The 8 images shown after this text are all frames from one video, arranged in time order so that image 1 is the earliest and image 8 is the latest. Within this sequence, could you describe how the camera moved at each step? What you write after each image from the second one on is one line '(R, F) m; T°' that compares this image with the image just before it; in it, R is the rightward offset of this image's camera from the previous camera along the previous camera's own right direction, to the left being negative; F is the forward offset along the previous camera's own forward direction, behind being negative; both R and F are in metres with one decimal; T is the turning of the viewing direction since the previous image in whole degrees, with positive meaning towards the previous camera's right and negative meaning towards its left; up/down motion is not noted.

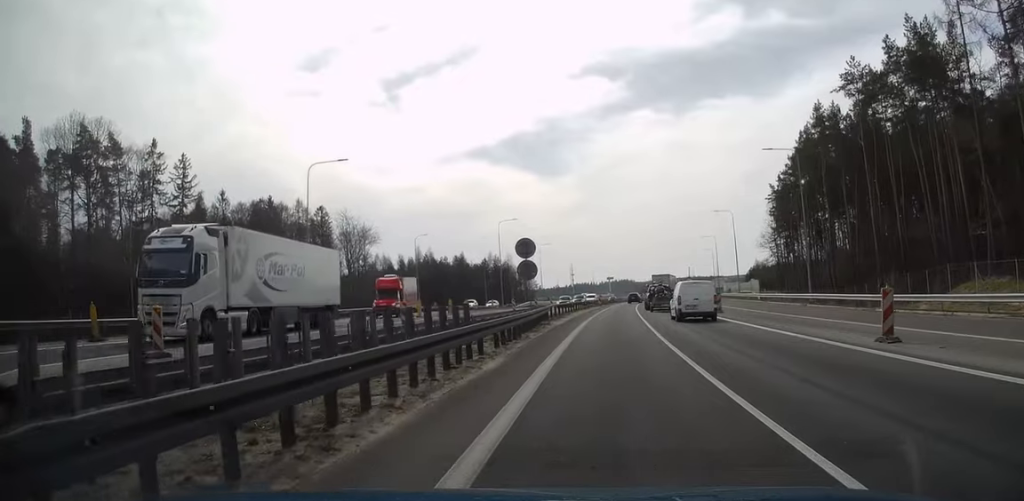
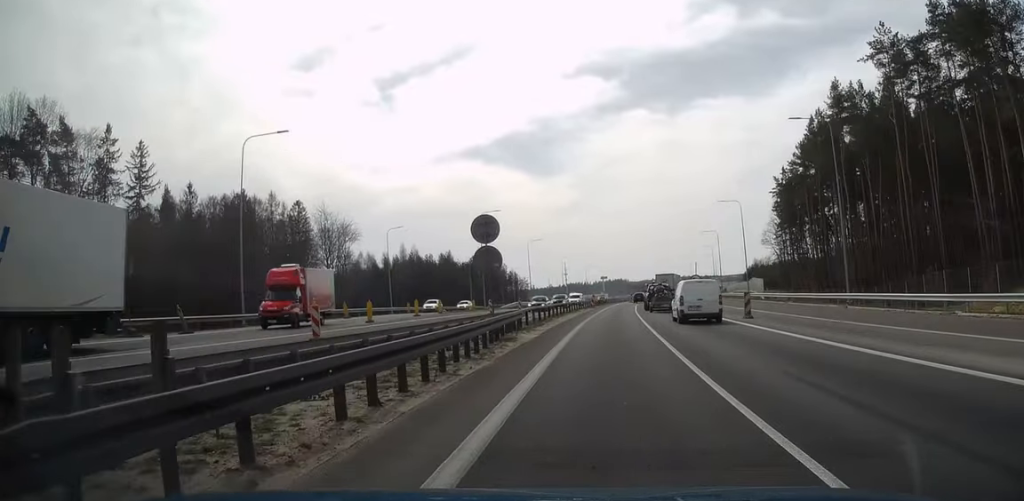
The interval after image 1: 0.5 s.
(0.0, +9.5) m; +1°
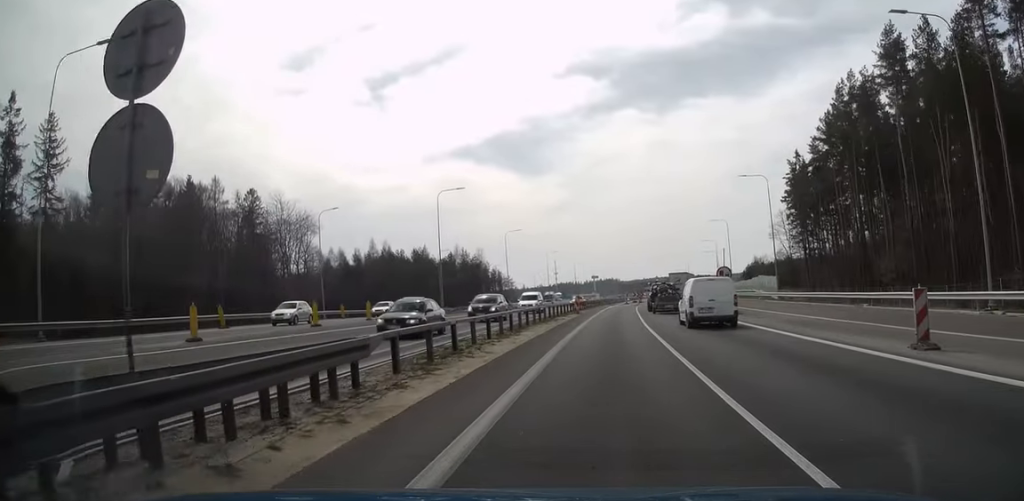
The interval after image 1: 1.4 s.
(+0.2, +17.8) m; +1°
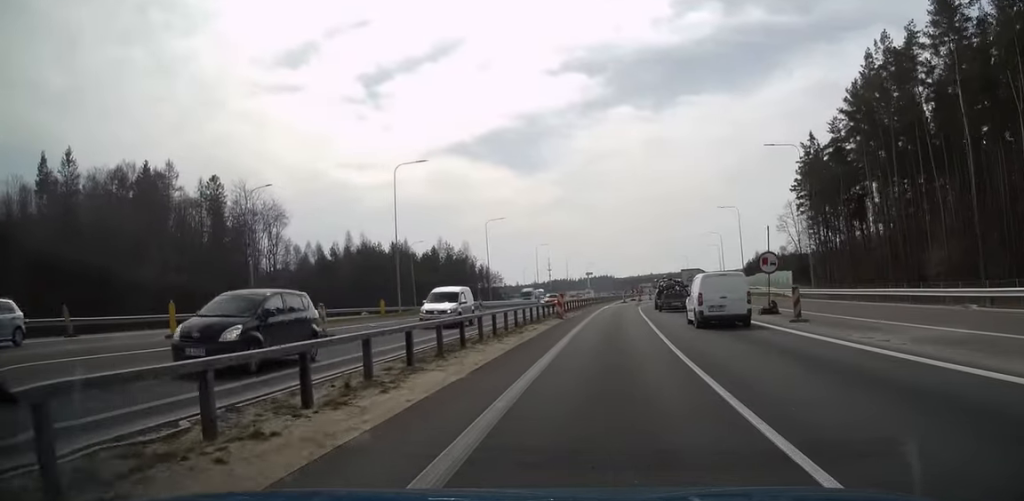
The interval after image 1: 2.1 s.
(0.0, +12.6) m; 0°
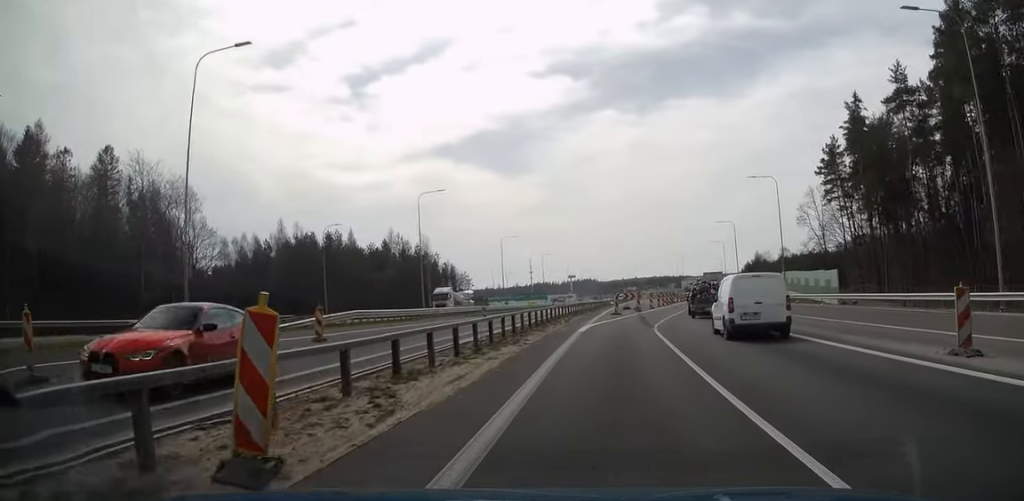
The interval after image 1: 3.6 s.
(+0.3, +28.0) m; +1°
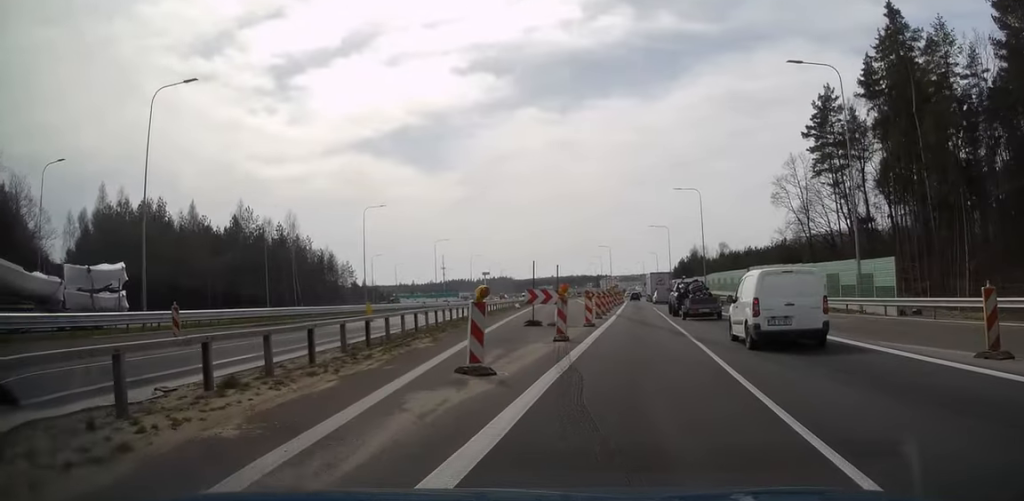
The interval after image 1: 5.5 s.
(+1.5, +33.8) m; +7°
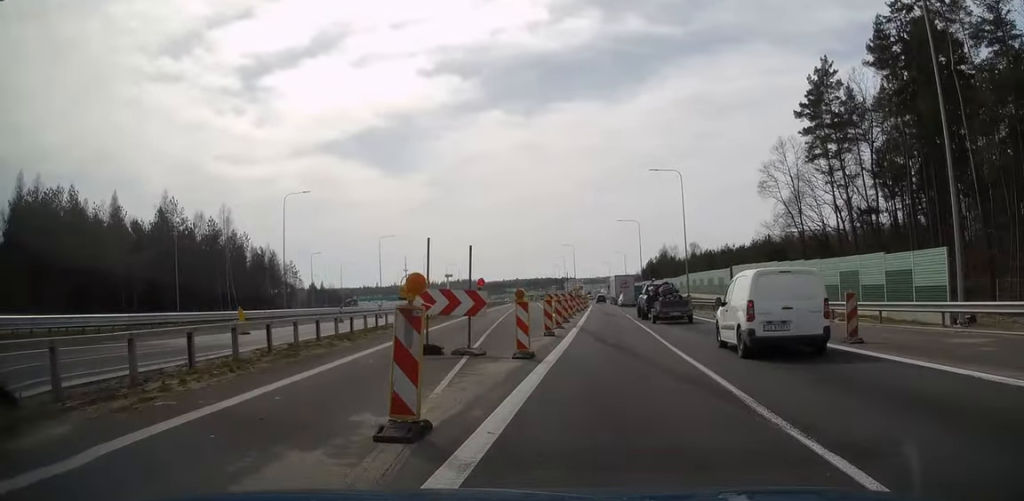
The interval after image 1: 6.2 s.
(+0.4, +12.6) m; +2°
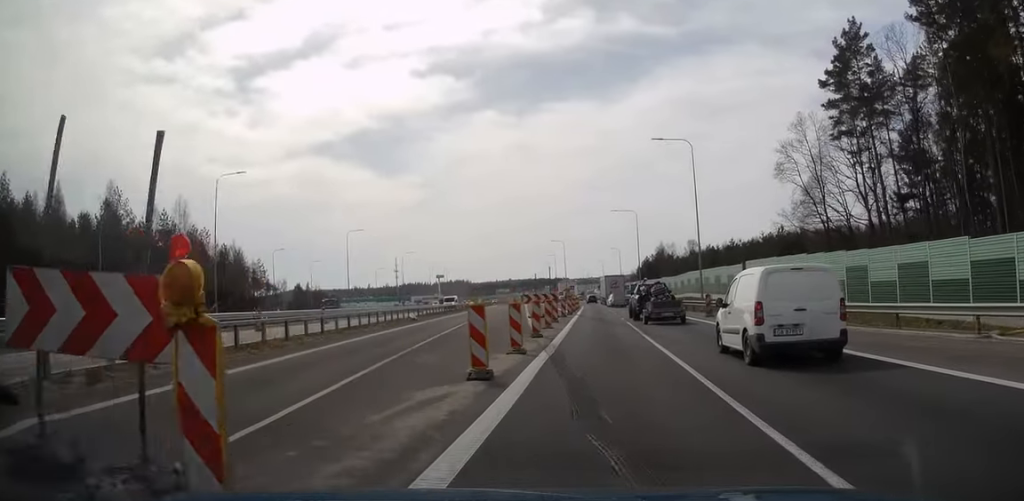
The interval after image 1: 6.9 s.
(+0.2, +11.8) m; +1°
